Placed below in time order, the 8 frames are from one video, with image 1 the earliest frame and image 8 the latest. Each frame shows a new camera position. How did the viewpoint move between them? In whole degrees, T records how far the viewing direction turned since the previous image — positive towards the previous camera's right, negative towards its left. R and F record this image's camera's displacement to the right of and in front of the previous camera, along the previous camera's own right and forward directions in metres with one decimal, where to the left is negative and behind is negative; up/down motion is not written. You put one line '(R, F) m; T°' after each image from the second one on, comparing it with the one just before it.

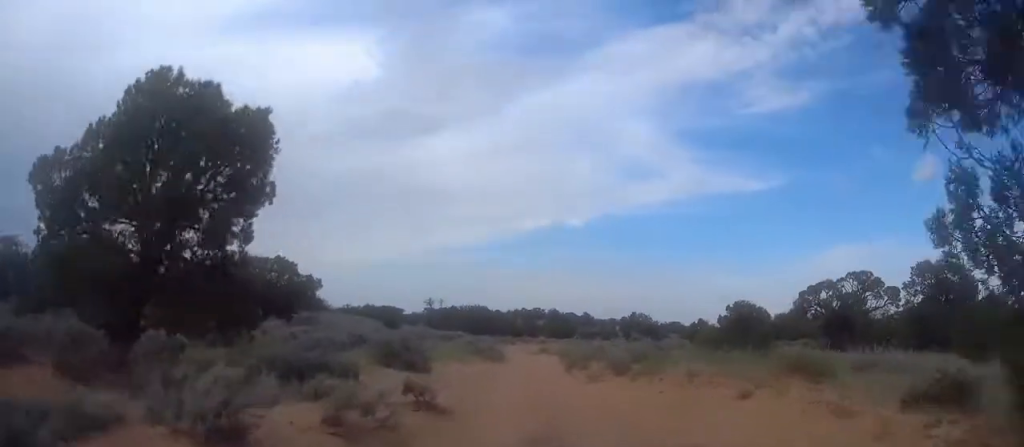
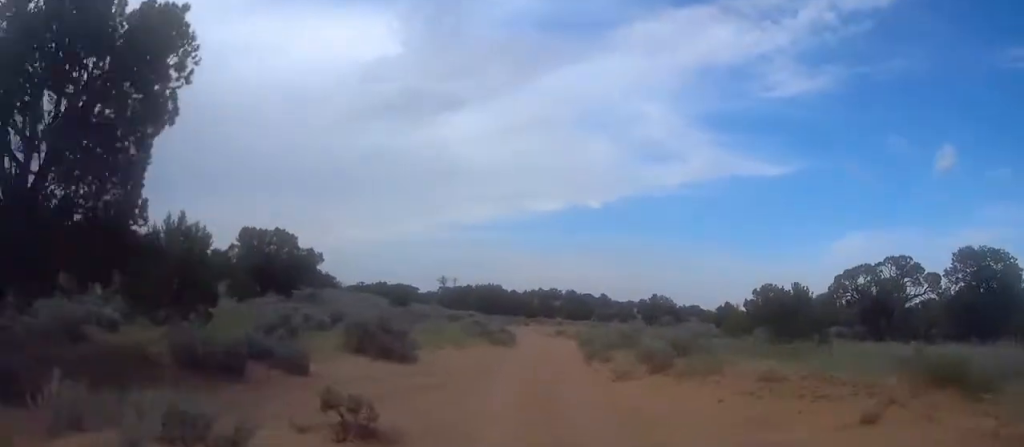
(0.0, +5.6) m; 0°
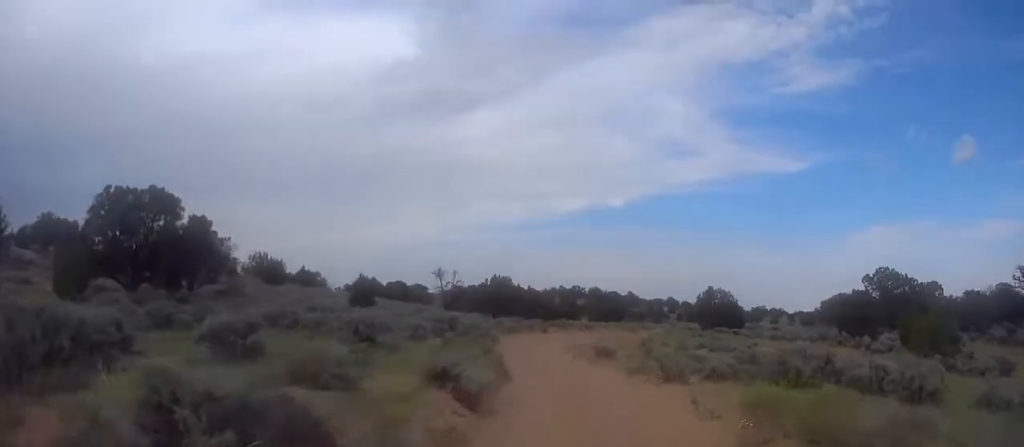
(+0.4, +29.3) m; +2°
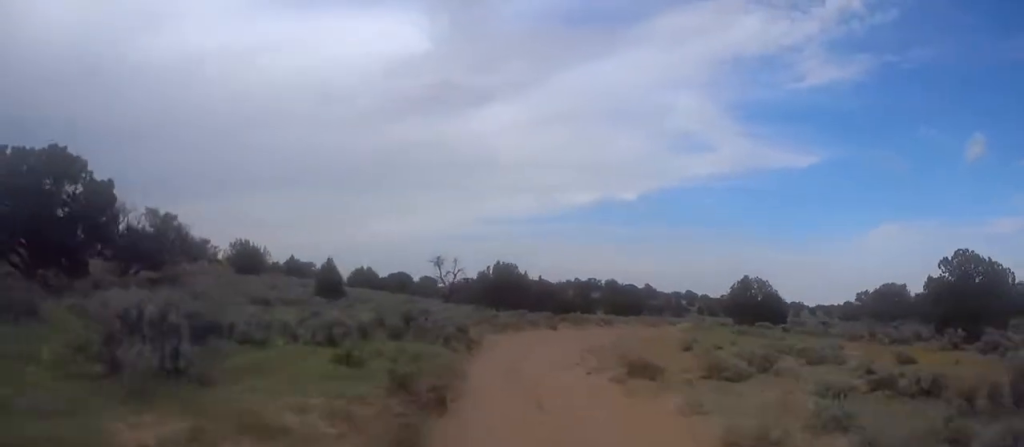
(0.0, +11.2) m; +1°
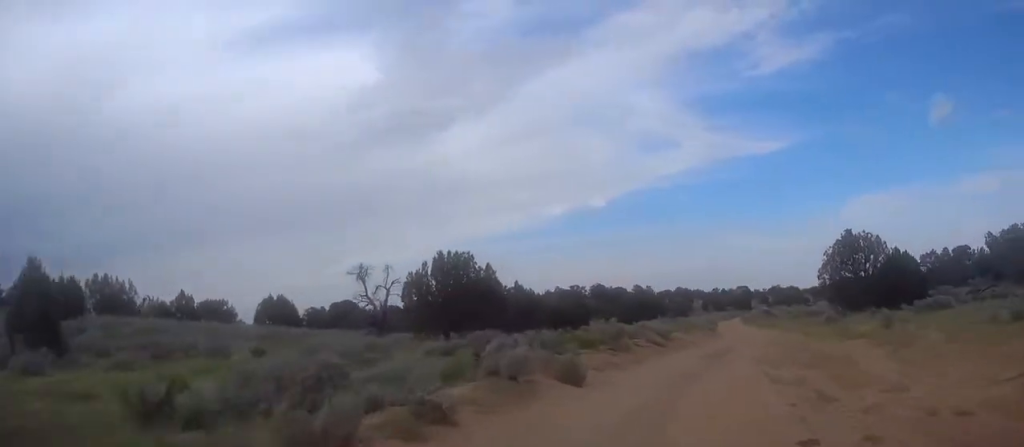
(-0.4, +30.1) m; +2°
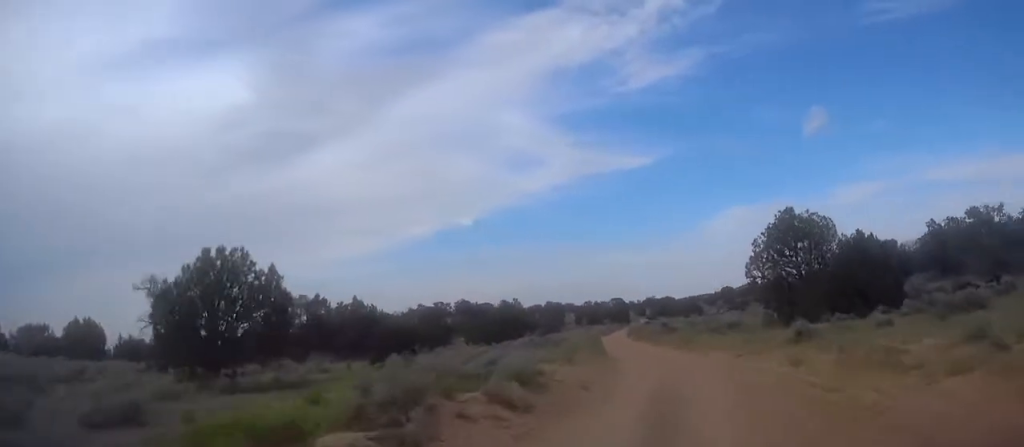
(+1.0, +12.8) m; +8°
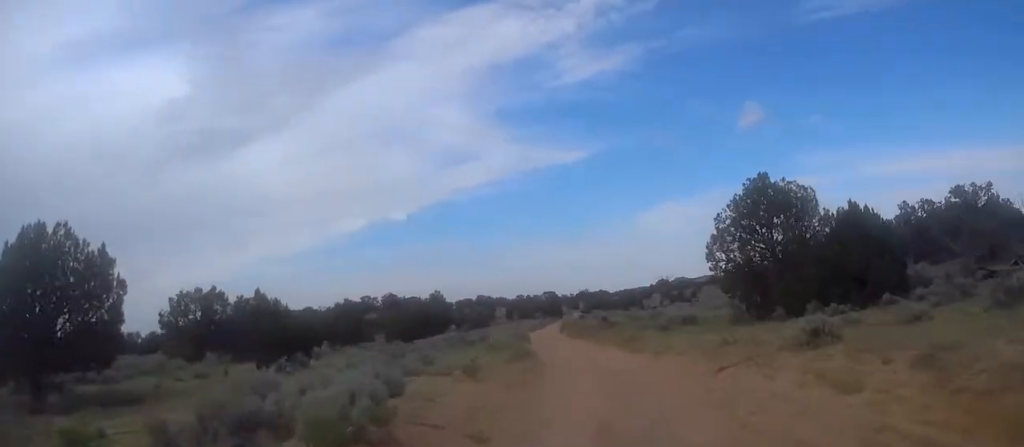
(+0.4, +6.5) m; +3°
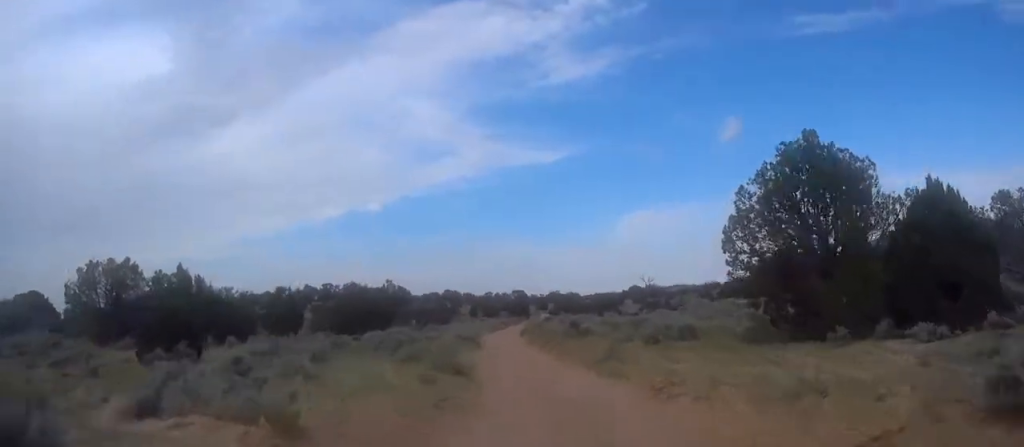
(+0.3, +7.4) m; +2°
